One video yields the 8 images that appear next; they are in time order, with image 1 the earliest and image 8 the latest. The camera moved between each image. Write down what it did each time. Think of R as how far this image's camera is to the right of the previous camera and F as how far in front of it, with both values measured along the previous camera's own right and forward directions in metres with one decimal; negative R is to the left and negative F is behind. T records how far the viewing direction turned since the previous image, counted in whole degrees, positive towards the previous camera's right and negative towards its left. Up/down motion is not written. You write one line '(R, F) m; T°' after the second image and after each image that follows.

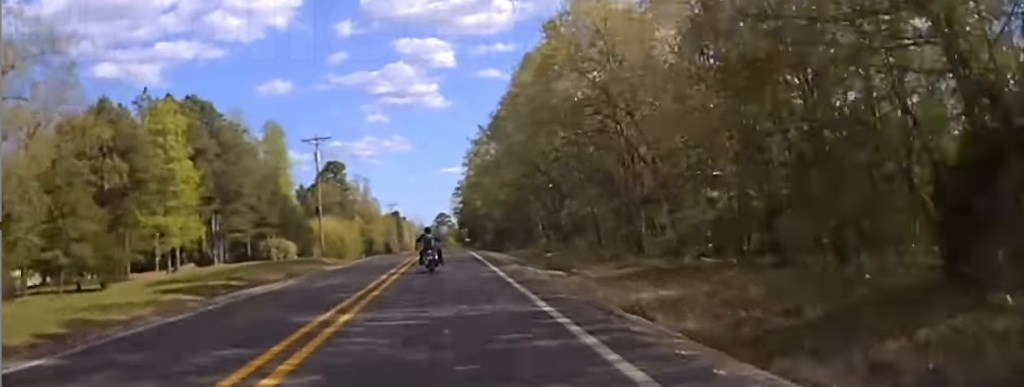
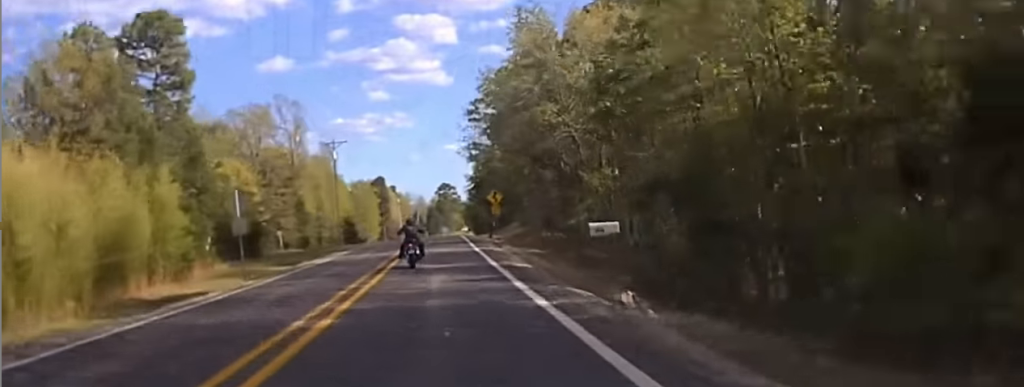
(-0.5, +77.9) m; -1°
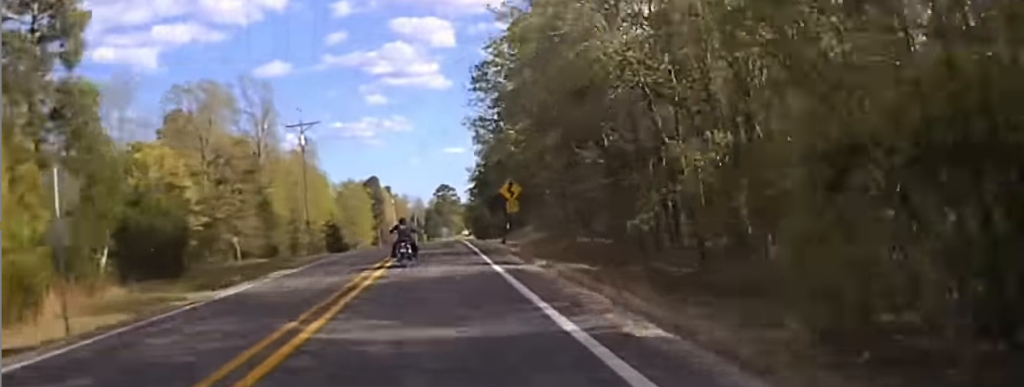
(0.0, +15.0) m; 0°
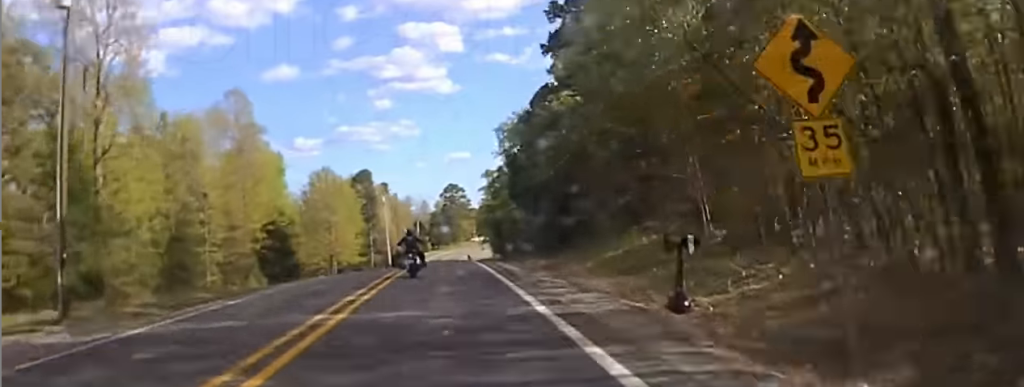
(0.0, +38.0) m; 0°
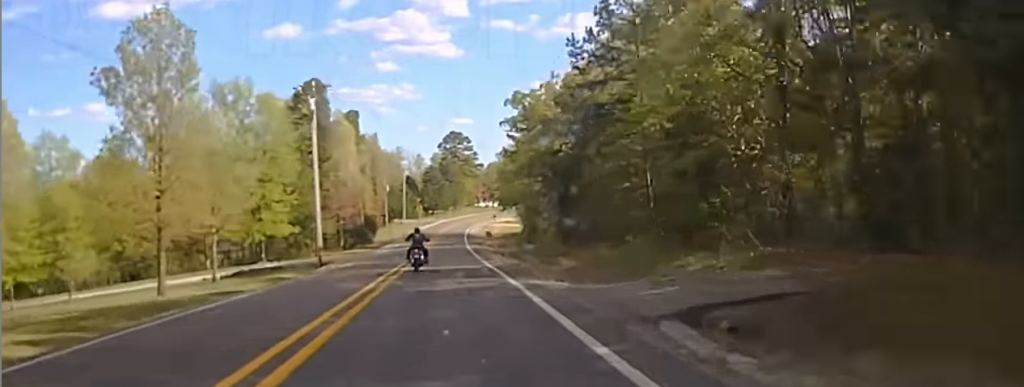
(-0.7, +64.8) m; 0°
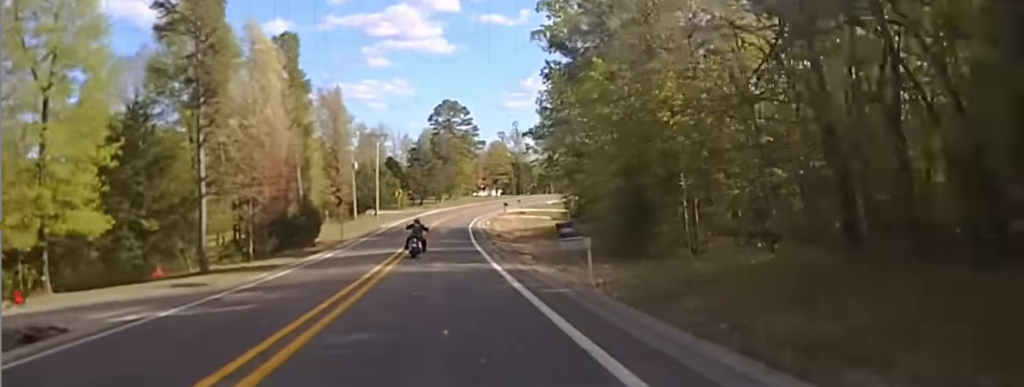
(+0.4, +45.1) m; +1°
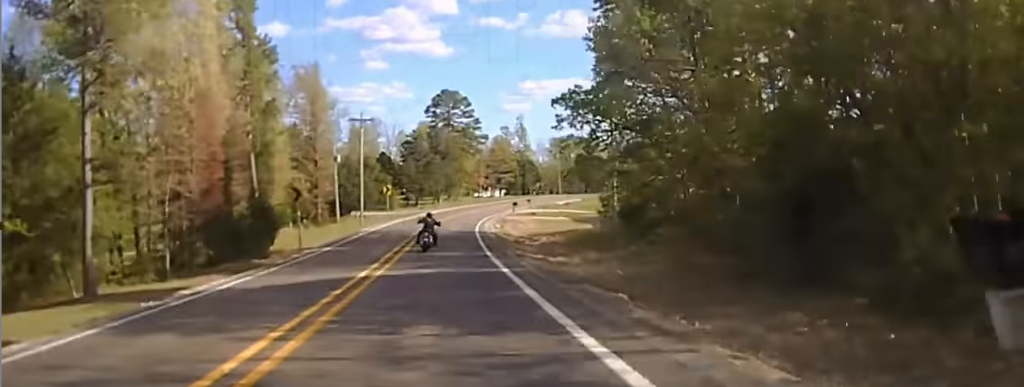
(0.0, +17.2) m; 0°
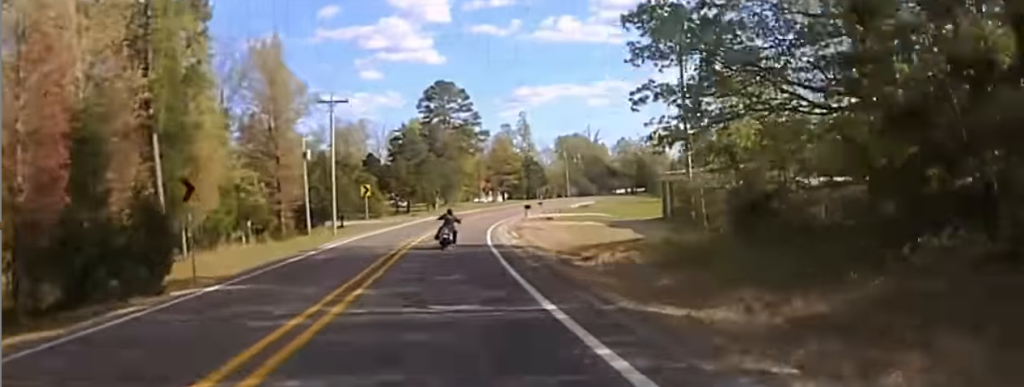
(0.0, +18.4) m; 0°
